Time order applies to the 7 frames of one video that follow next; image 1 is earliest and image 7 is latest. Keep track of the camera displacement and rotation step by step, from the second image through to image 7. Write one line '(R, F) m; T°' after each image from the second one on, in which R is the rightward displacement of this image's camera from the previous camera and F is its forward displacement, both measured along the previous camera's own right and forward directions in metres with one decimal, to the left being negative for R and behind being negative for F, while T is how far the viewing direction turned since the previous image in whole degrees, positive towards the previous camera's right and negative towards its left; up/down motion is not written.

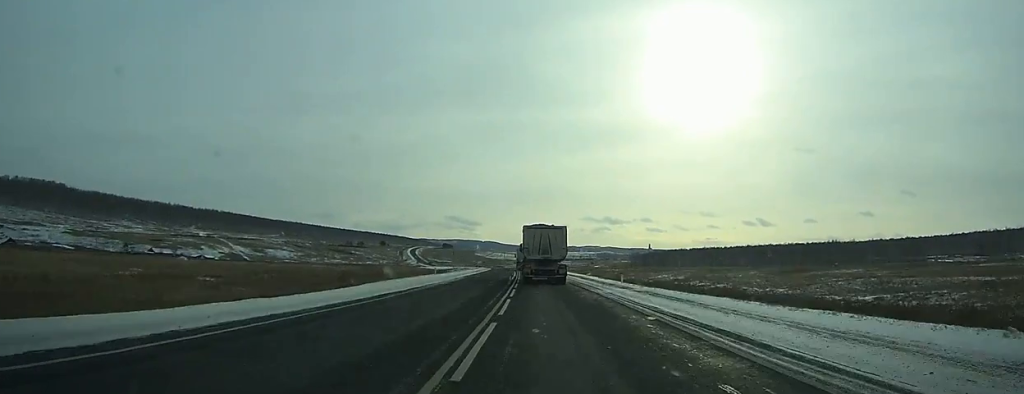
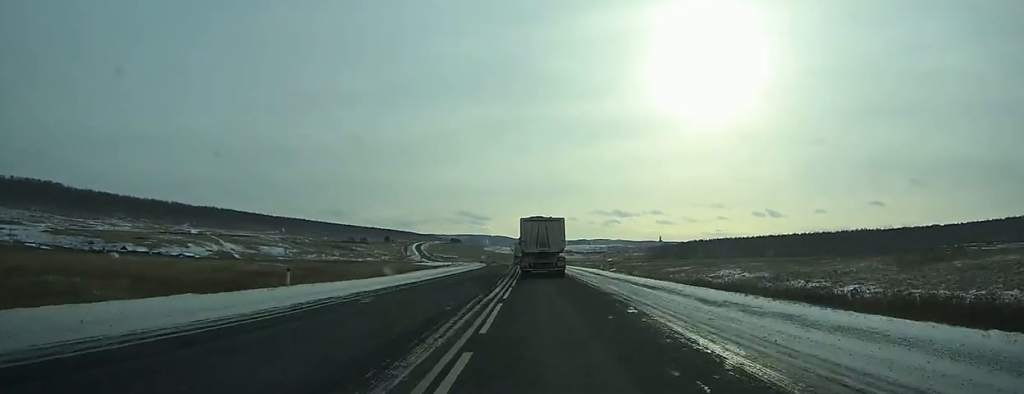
(-0.5, +37.0) m; -1°
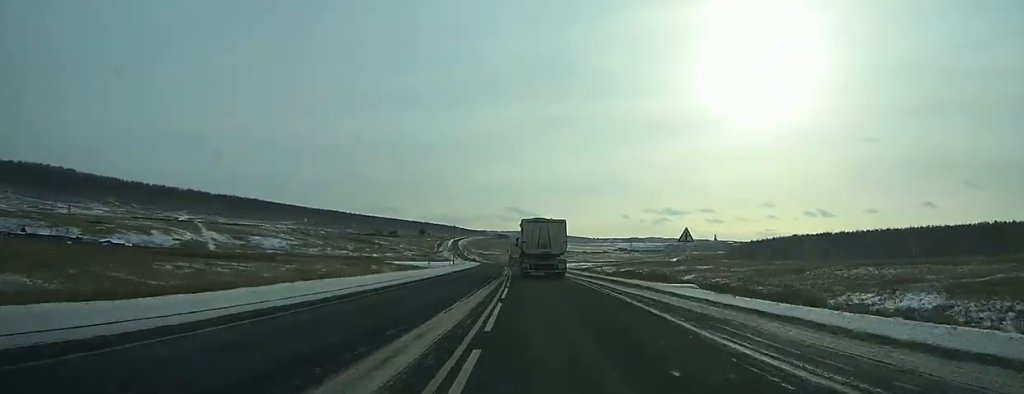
(-4.8, +106.6) m; -5°
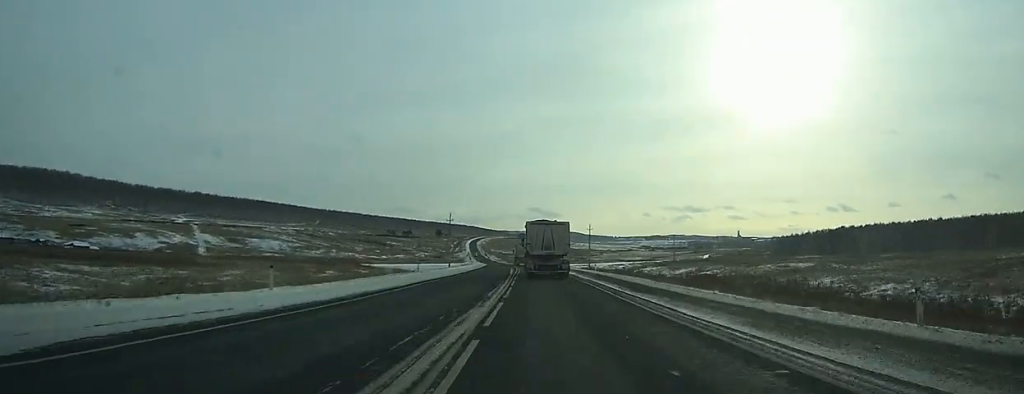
(-0.6, +39.1) m; -2°
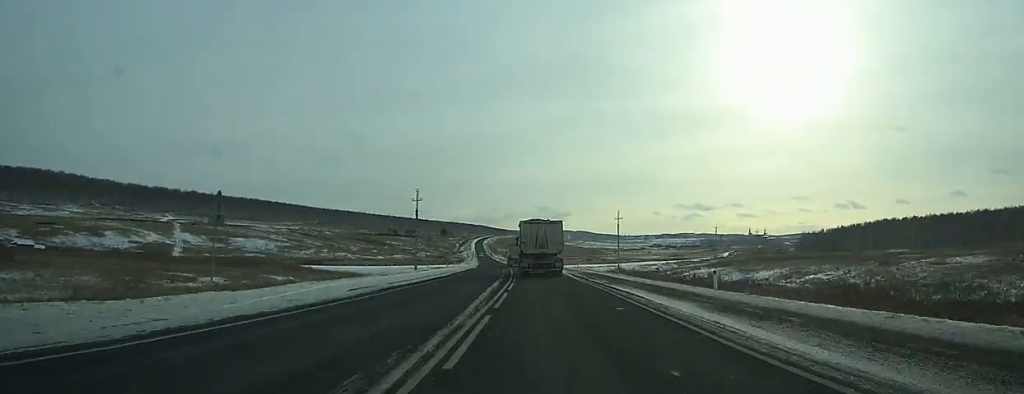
(-0.5, +36.4) m; -2°
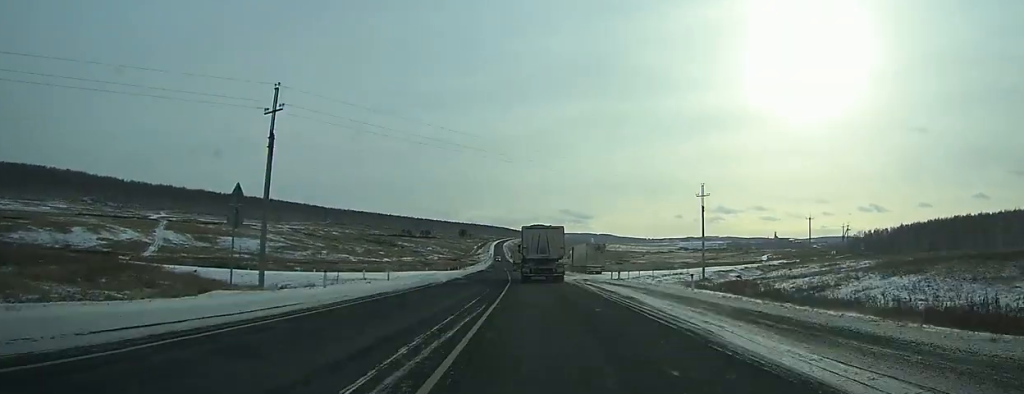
(-0.8, +44.7) m; -2°
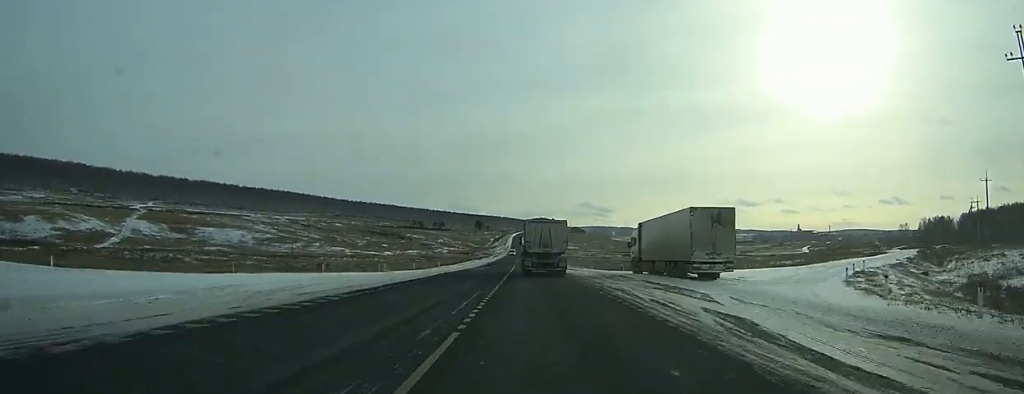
(-0.9, +46.8) m; -2°
